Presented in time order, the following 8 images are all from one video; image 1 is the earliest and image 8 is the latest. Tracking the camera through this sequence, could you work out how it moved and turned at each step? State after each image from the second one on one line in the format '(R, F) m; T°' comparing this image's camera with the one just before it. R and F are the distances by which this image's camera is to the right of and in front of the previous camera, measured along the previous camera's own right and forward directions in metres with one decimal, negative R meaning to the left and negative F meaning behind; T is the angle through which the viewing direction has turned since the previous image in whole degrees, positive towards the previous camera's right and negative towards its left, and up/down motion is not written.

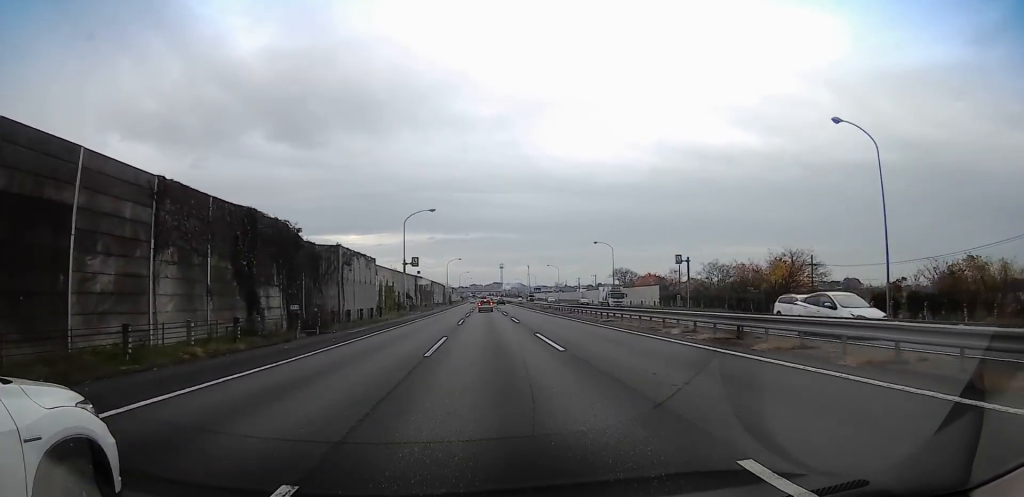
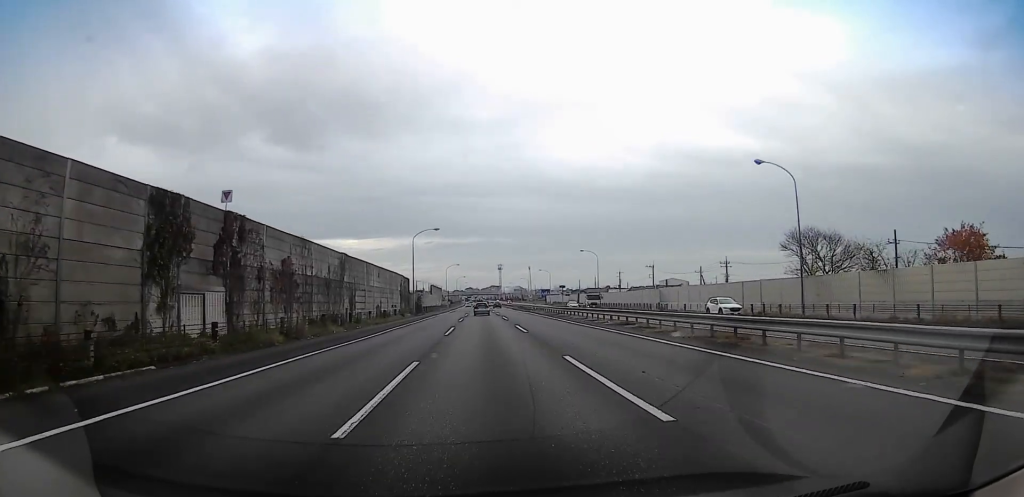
(-0.2, +70.4) m; -1°
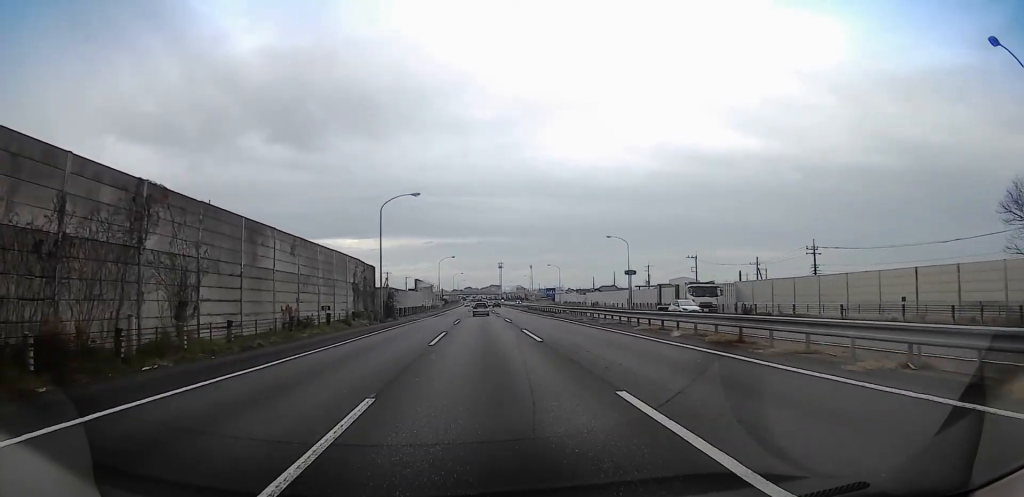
(-0.1, +25.7) m; +1°
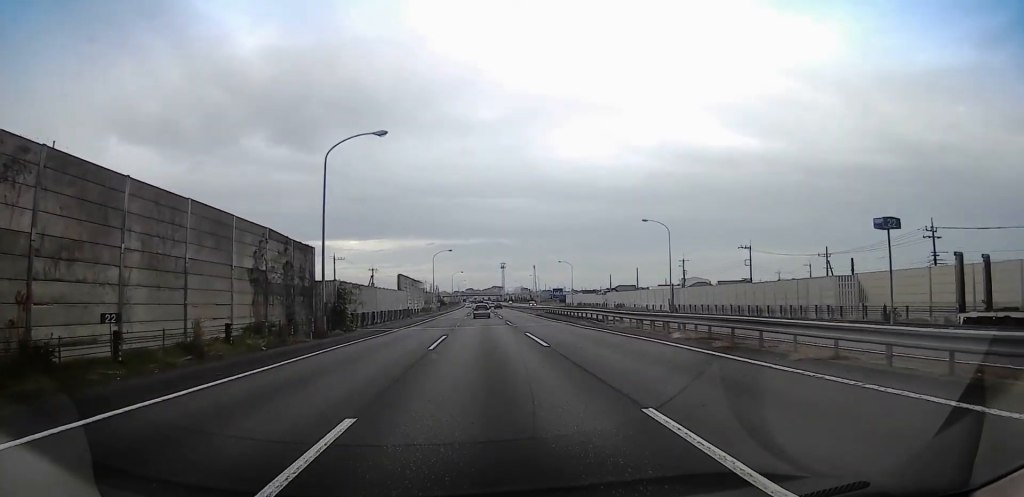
(+0.4, +20.9) m; 0°
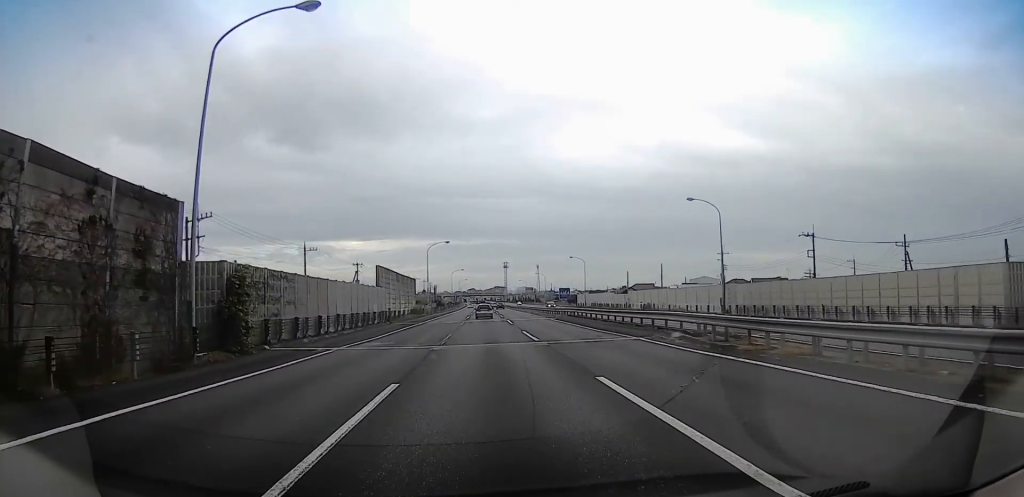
(-0.2, +16.9) m; -1°
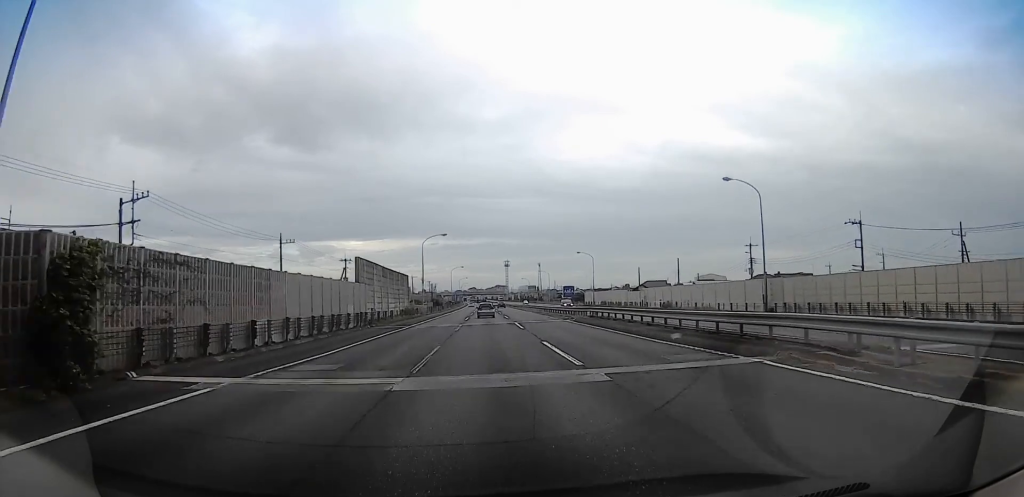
(0.0, +9.7) m; 0°
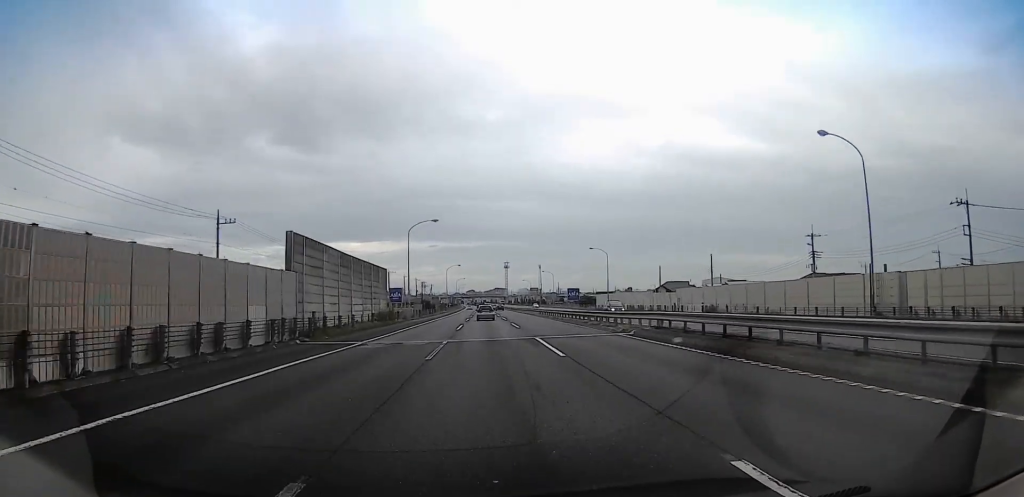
(0.0, +16.9) m; 0°
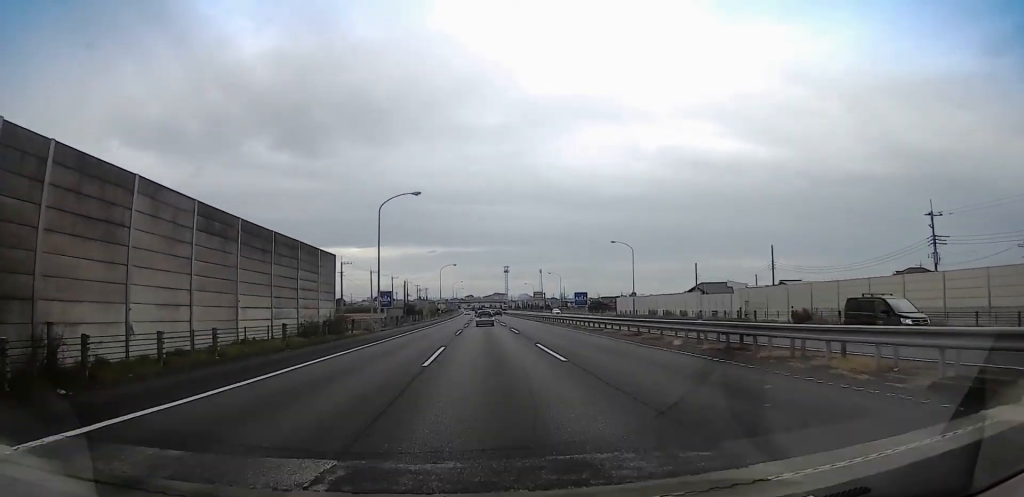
(0.0, +21.0) m; 0°
